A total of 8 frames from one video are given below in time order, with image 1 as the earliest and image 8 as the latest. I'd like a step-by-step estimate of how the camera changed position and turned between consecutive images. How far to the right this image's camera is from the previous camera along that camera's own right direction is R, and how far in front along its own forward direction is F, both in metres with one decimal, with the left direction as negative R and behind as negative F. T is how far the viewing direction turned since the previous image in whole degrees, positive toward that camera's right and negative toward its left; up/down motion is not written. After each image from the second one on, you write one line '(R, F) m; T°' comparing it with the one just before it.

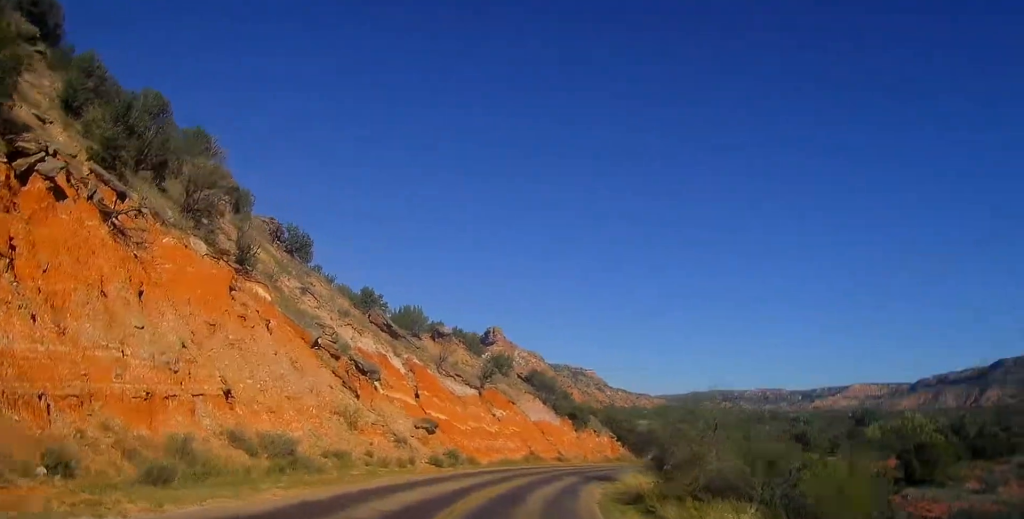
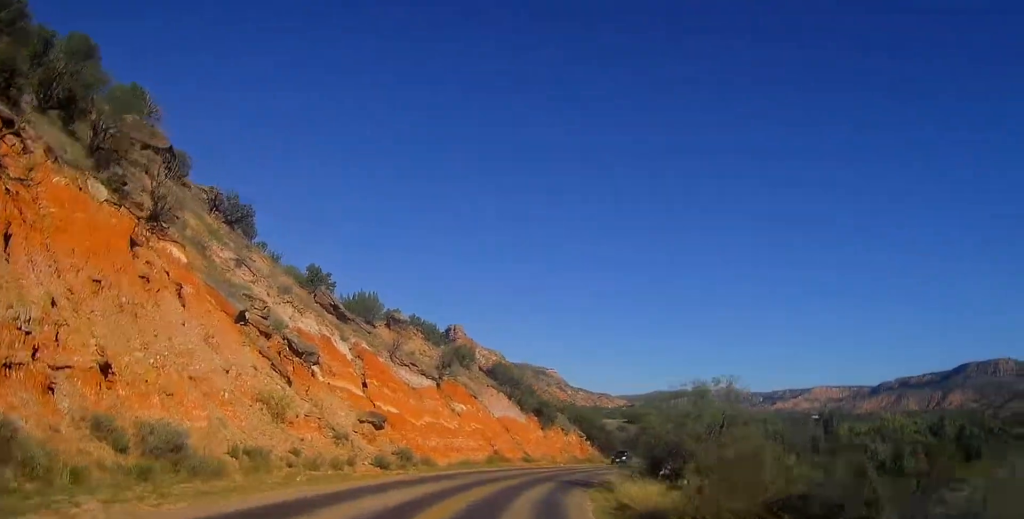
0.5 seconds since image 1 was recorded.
(+0.2, +5.8) m; +4°
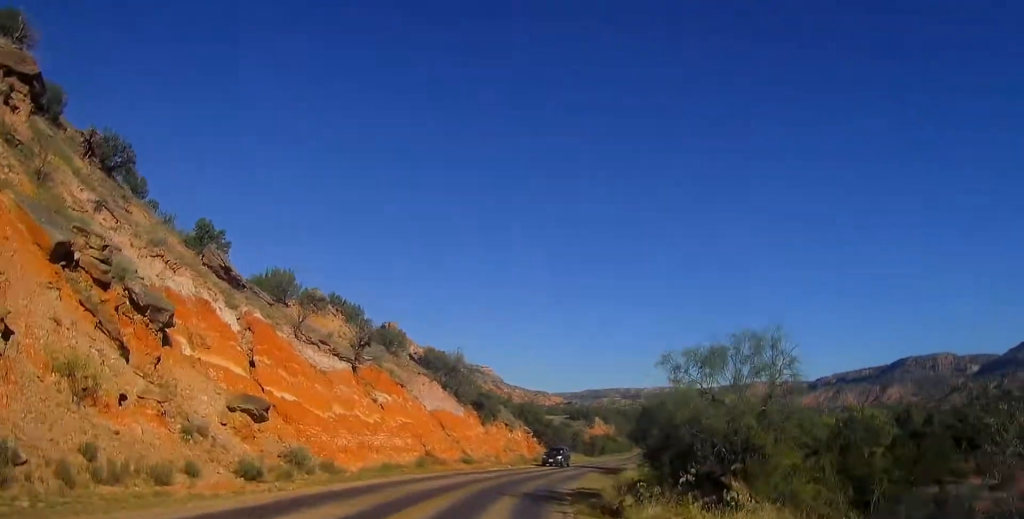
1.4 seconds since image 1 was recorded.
(+0.5, +9.4) m; +7°
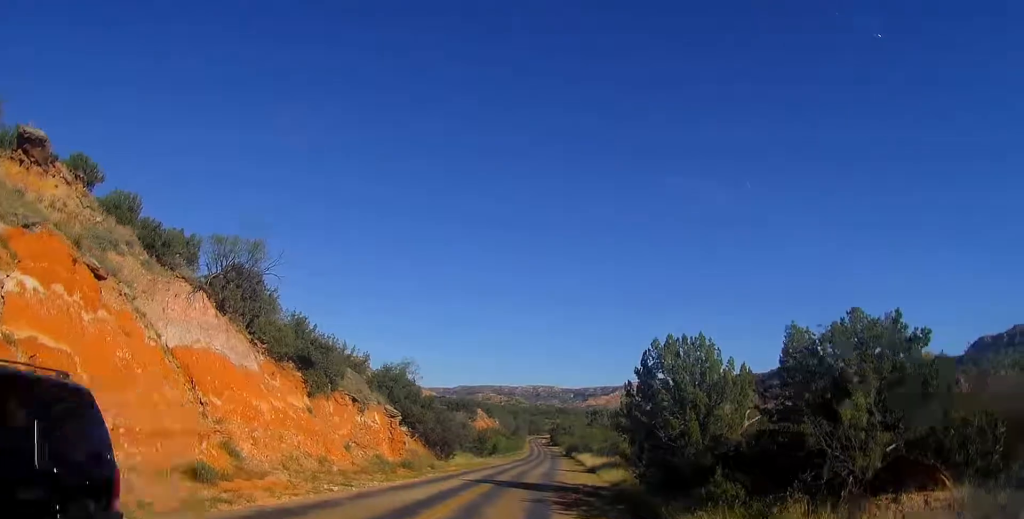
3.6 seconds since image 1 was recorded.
(+2.5, +26.8) m; +11°
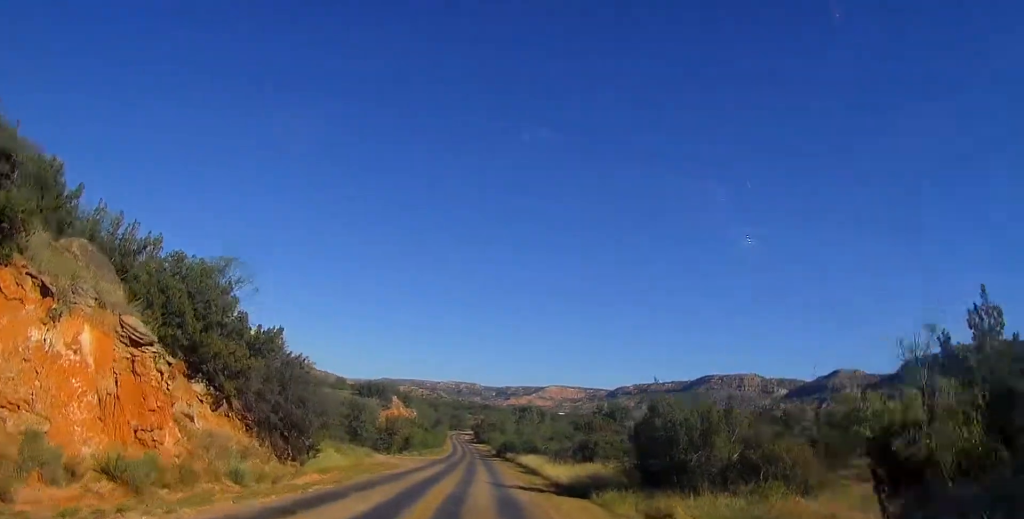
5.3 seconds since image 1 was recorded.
(+2.0, +21.7) m; +8°
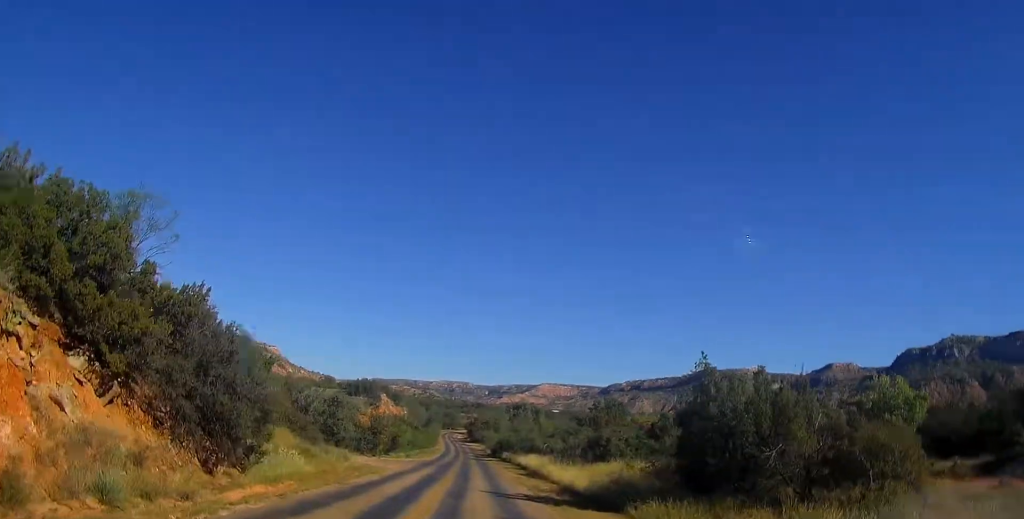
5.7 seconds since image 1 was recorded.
(0.0, +6.2) m; 0°
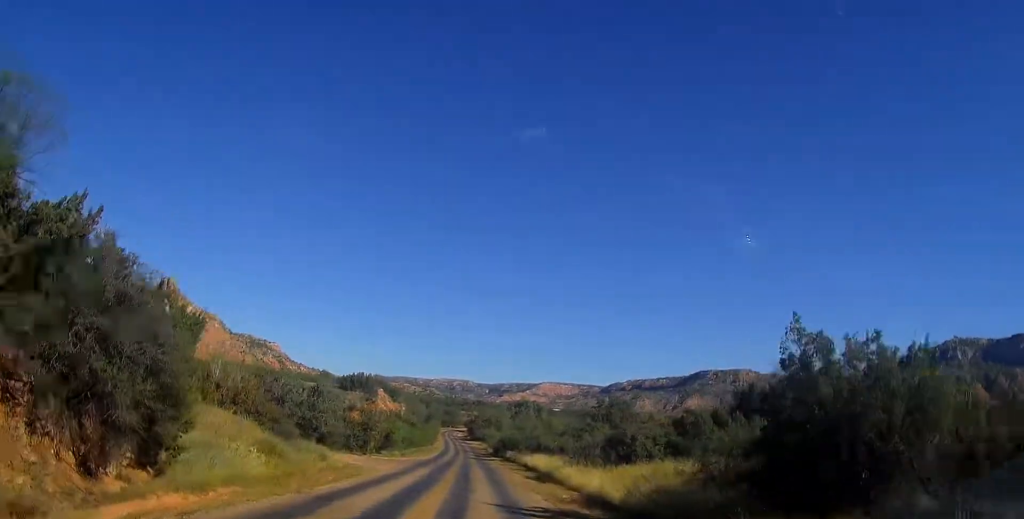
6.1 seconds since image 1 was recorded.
(0.0, +5.7) m; 0°
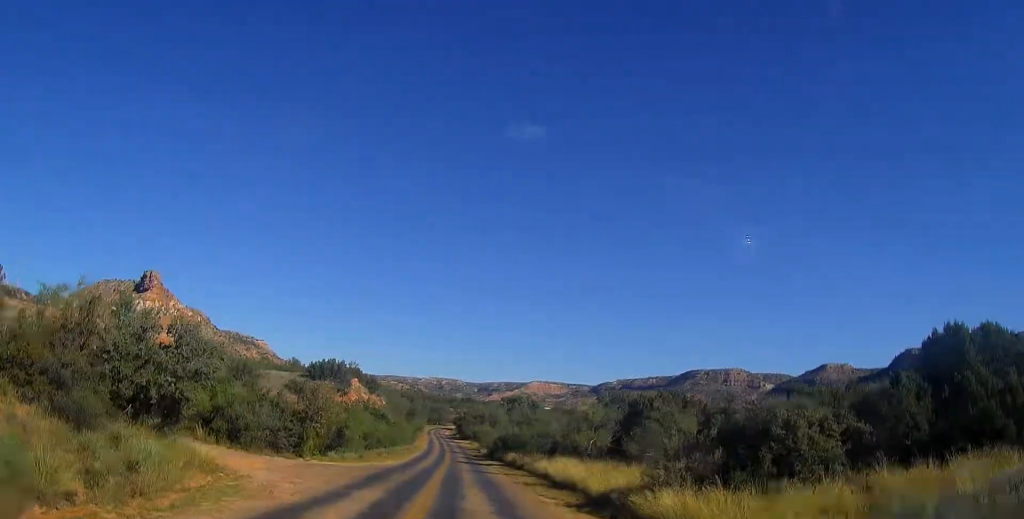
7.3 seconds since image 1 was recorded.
(+0.1, +17.8) m; +3°
